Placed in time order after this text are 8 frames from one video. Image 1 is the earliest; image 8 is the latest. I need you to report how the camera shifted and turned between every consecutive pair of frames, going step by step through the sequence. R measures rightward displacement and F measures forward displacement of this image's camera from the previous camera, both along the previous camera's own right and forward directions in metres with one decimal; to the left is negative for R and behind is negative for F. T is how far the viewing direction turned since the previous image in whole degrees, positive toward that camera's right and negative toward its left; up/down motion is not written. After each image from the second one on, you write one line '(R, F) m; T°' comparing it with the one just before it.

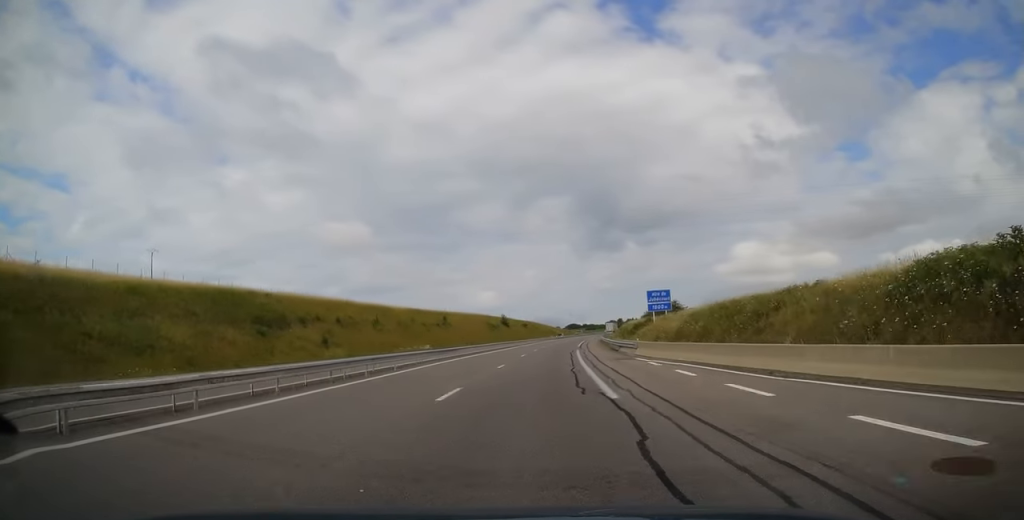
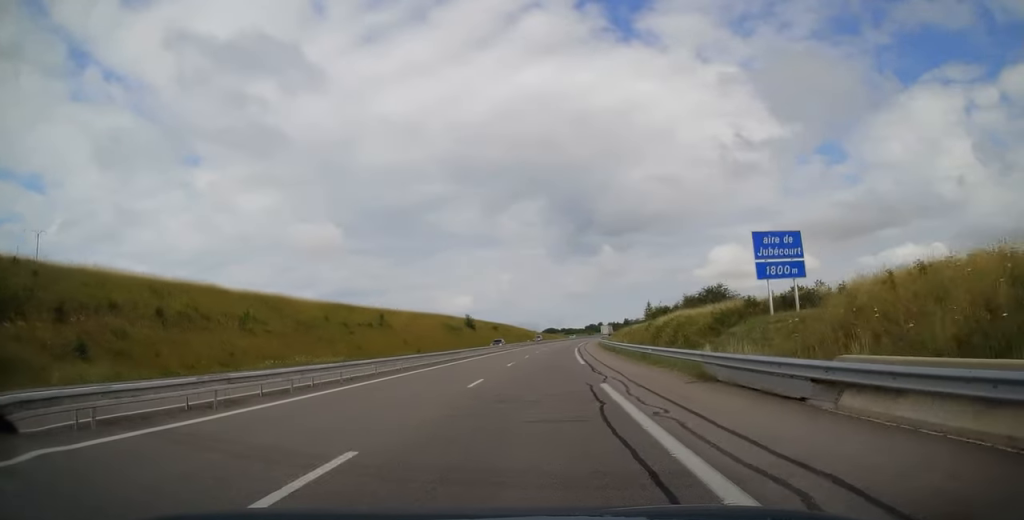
(+0.7, +34.7) m; +2°
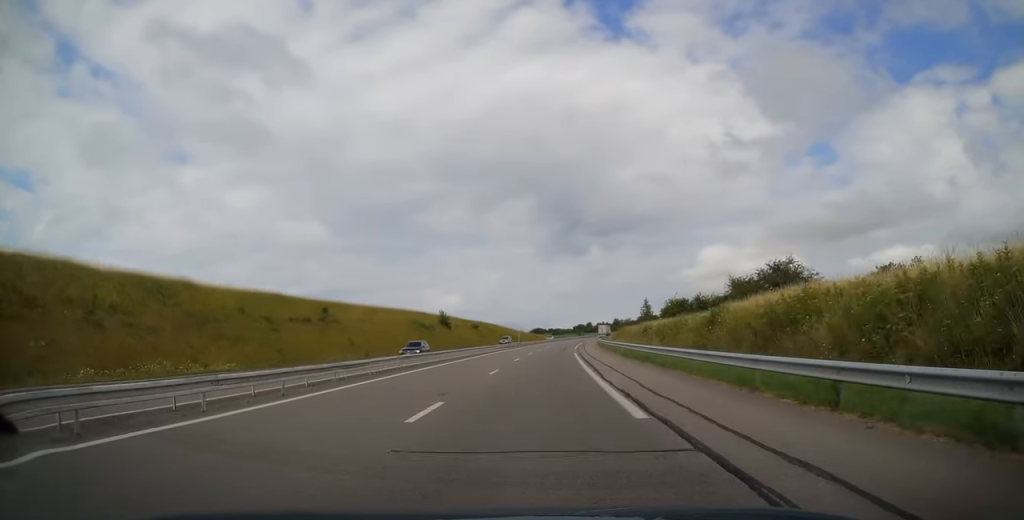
(+0.1, +20.3) m; +1°
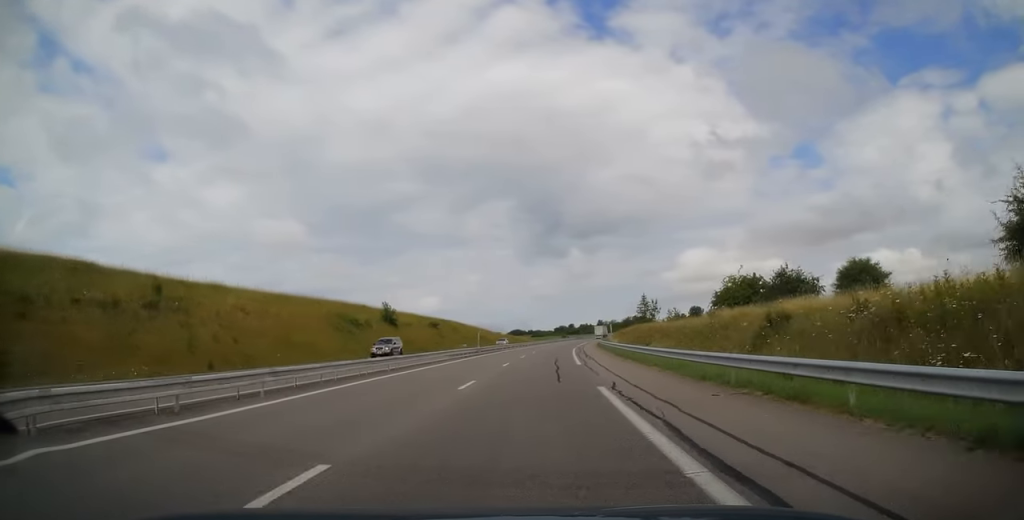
(+0.4, +32.5) m; +1°
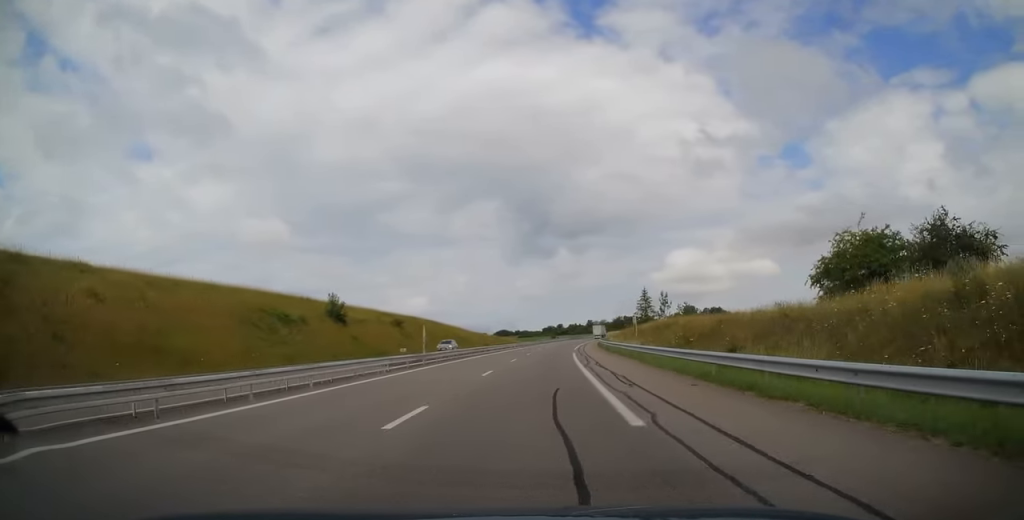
(-0.1, +20.3) m; +1°
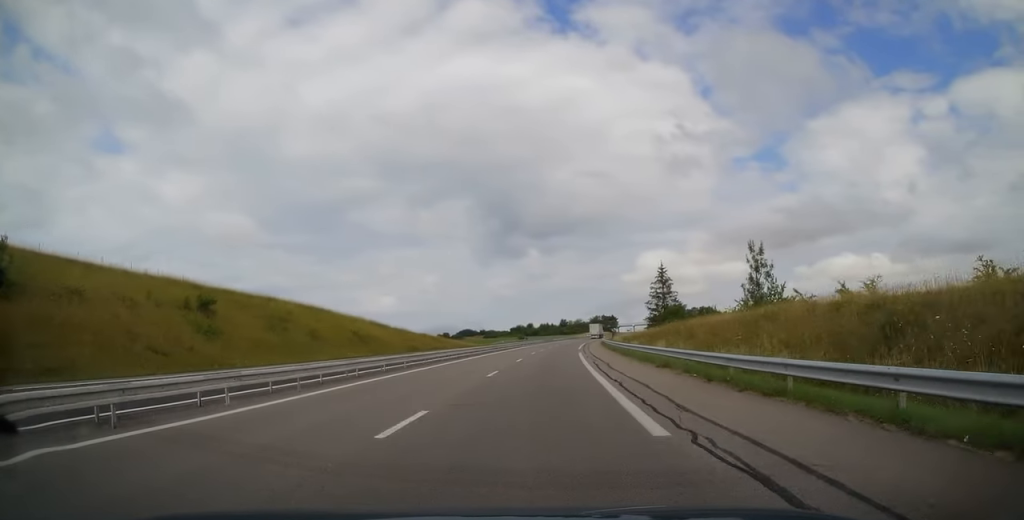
(+1.7, +52.8) m; +3°
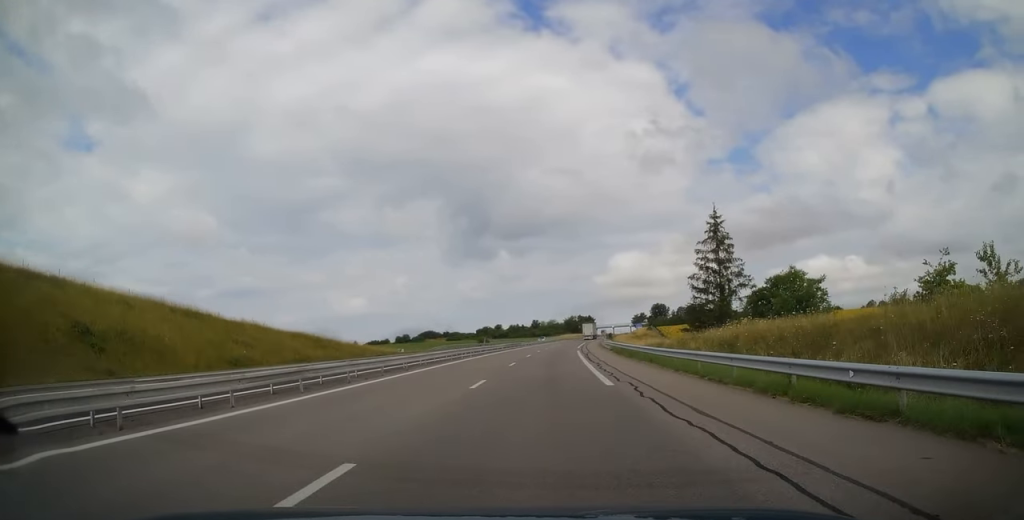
(+1.0, +43.6) m; +3°
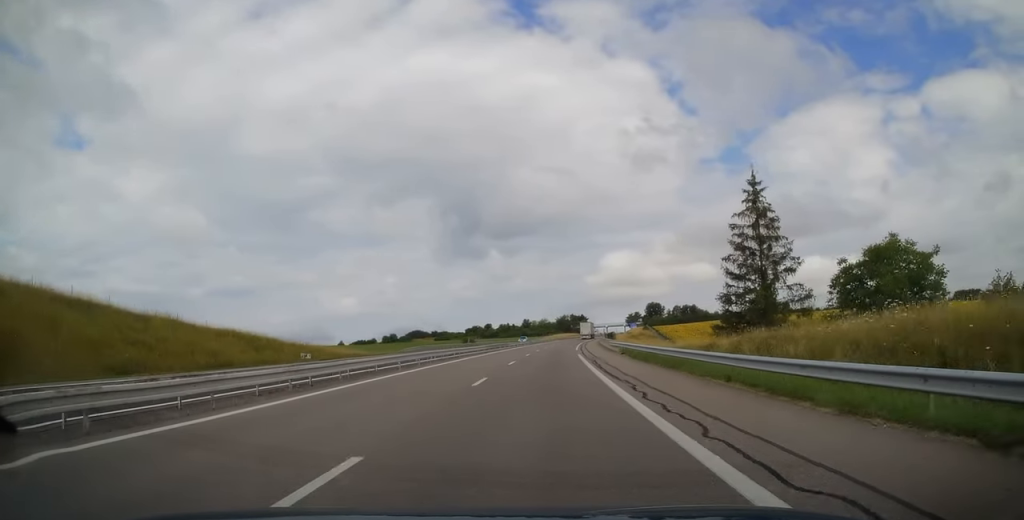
(+0.3, +12.6) m; +1°
